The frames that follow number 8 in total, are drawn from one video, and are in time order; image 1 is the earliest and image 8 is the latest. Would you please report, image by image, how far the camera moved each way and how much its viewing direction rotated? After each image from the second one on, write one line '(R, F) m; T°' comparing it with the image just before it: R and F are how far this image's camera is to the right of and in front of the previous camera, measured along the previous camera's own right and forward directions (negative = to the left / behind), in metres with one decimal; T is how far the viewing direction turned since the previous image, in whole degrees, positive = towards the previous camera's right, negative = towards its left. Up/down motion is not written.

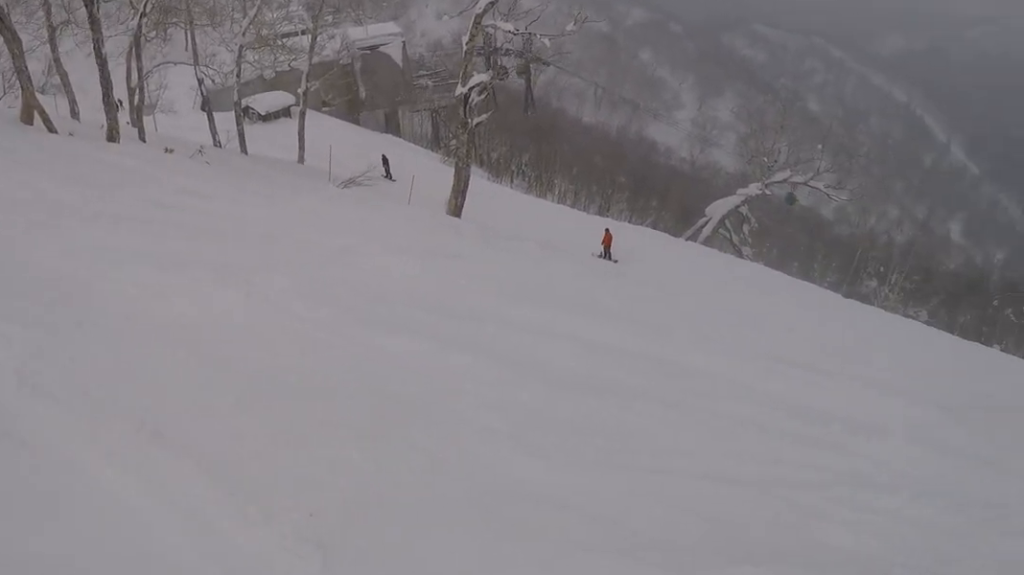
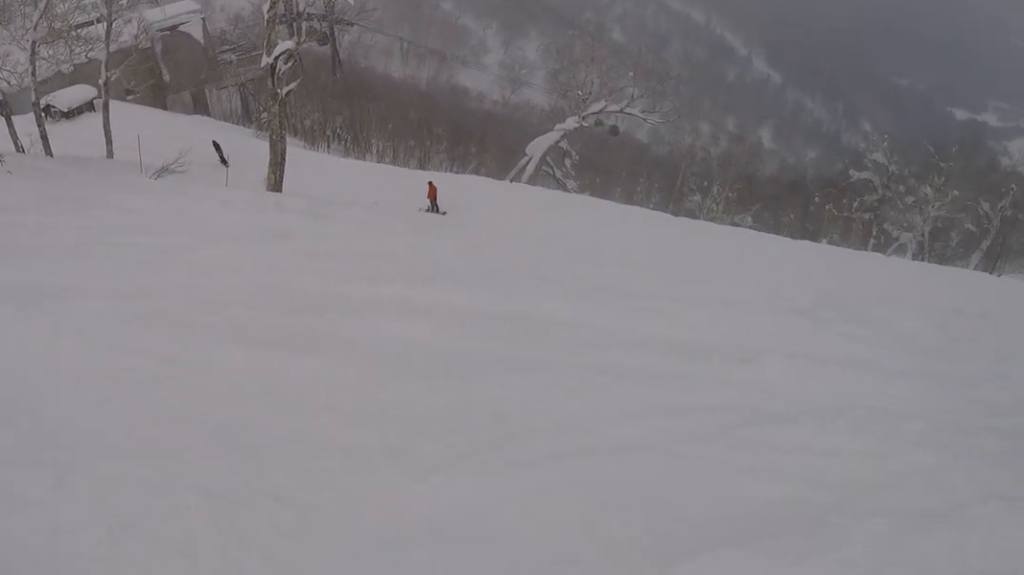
(+0.4, +1.8) m; +34°
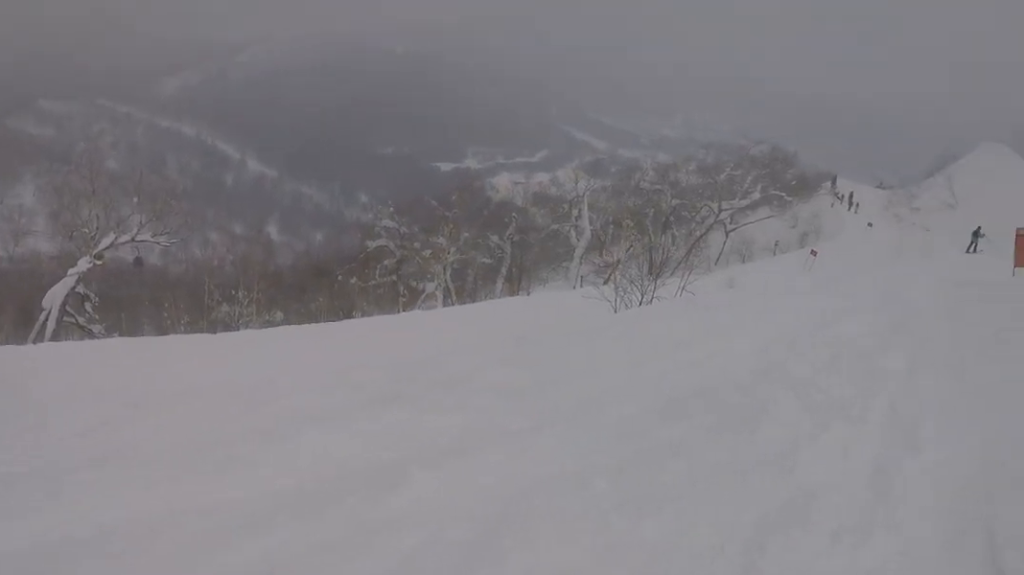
(+0.8, +2.9) m; +15°
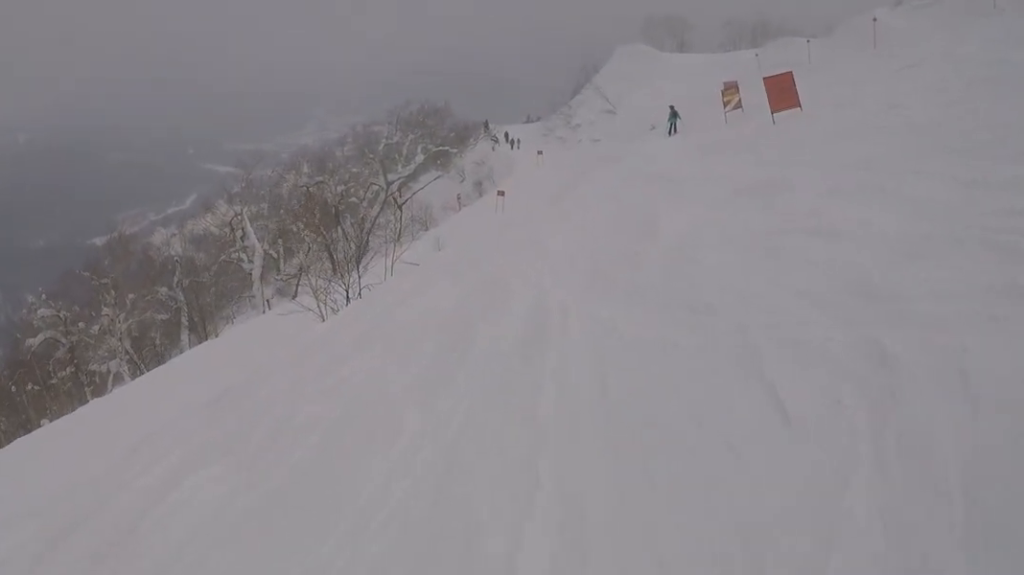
(+0.8, +6.4) m; +11°
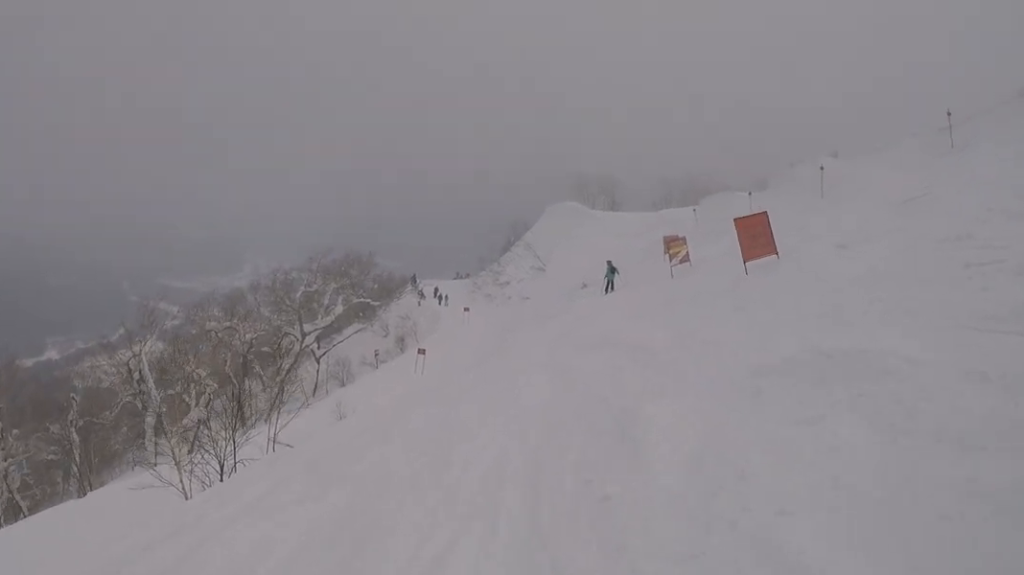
(+0.2, +4.5) m; -1°
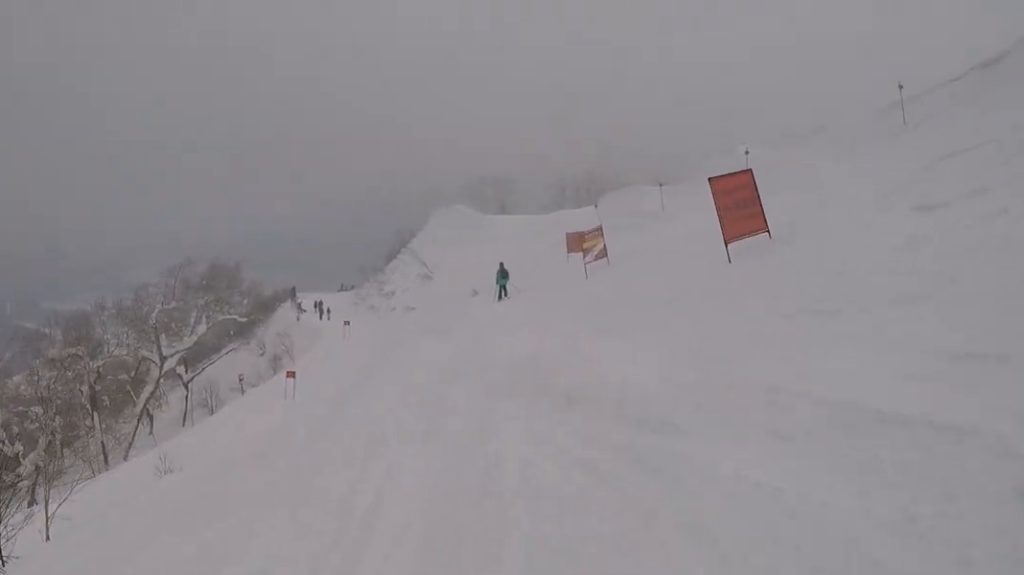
(-0.3, +5.0) m; 0°
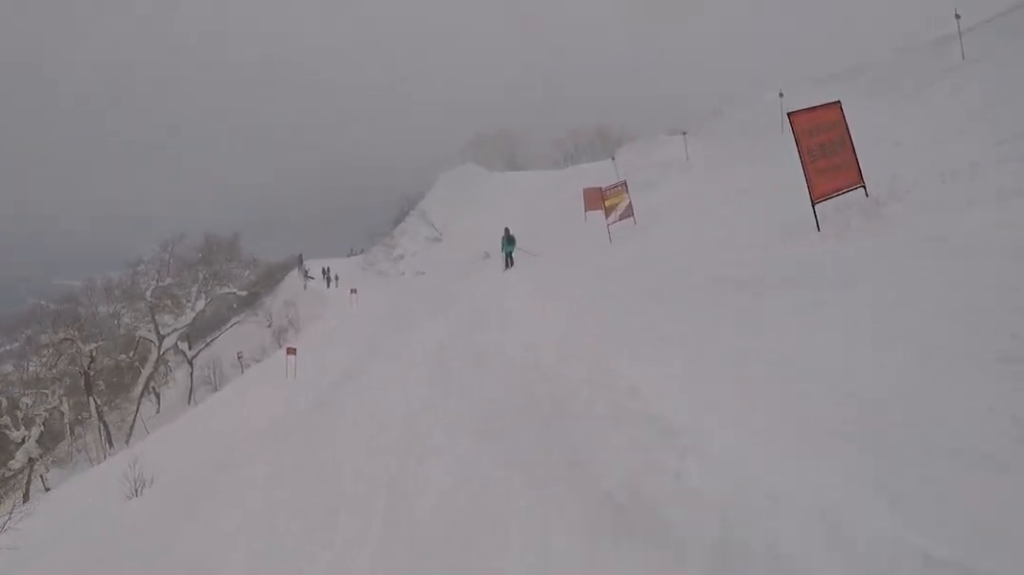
(+0.3, +2.7) m; +1°
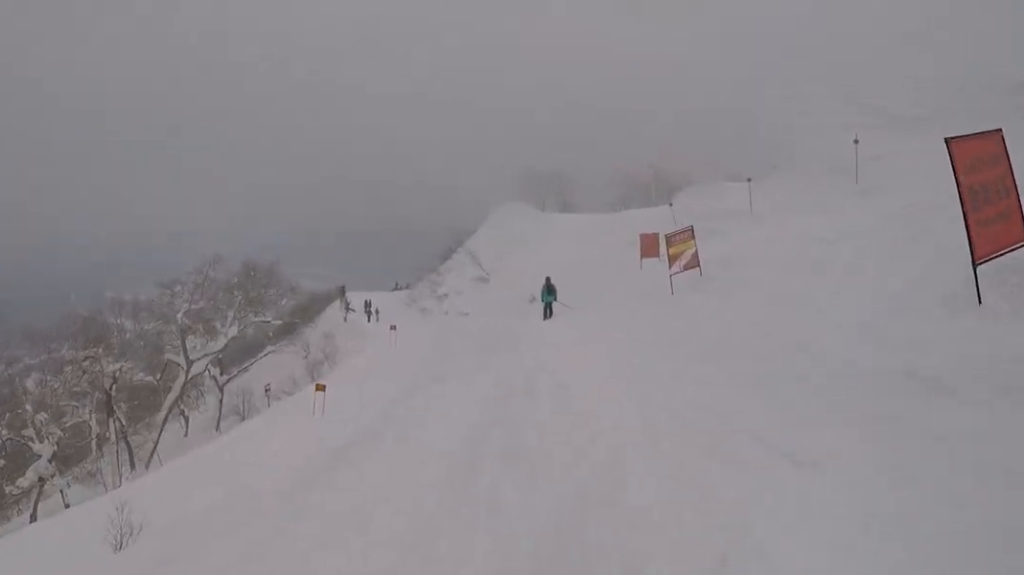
(-0.1, +1.9) m; -3°
